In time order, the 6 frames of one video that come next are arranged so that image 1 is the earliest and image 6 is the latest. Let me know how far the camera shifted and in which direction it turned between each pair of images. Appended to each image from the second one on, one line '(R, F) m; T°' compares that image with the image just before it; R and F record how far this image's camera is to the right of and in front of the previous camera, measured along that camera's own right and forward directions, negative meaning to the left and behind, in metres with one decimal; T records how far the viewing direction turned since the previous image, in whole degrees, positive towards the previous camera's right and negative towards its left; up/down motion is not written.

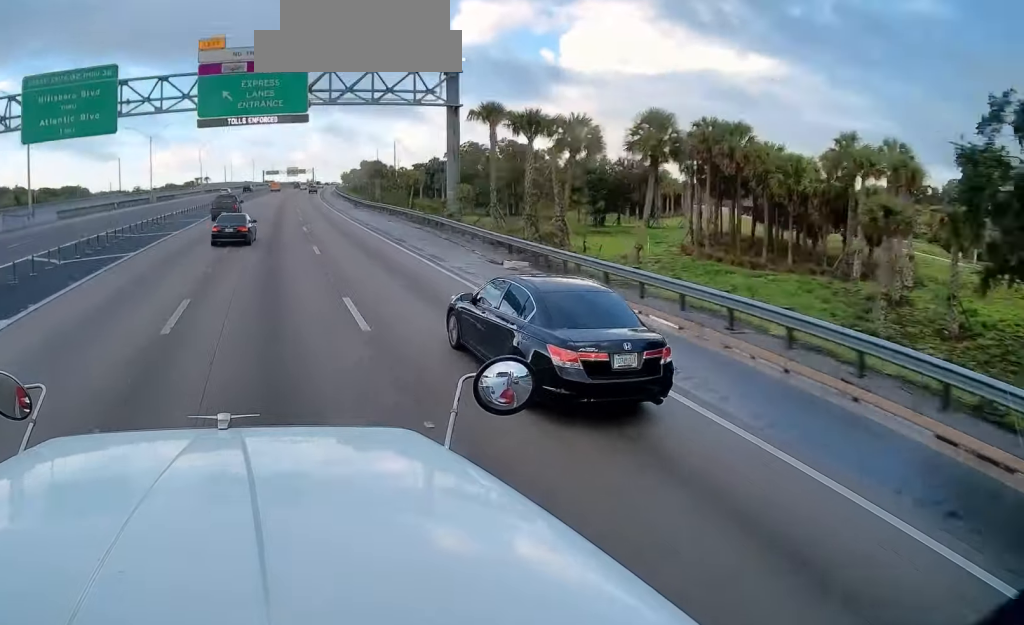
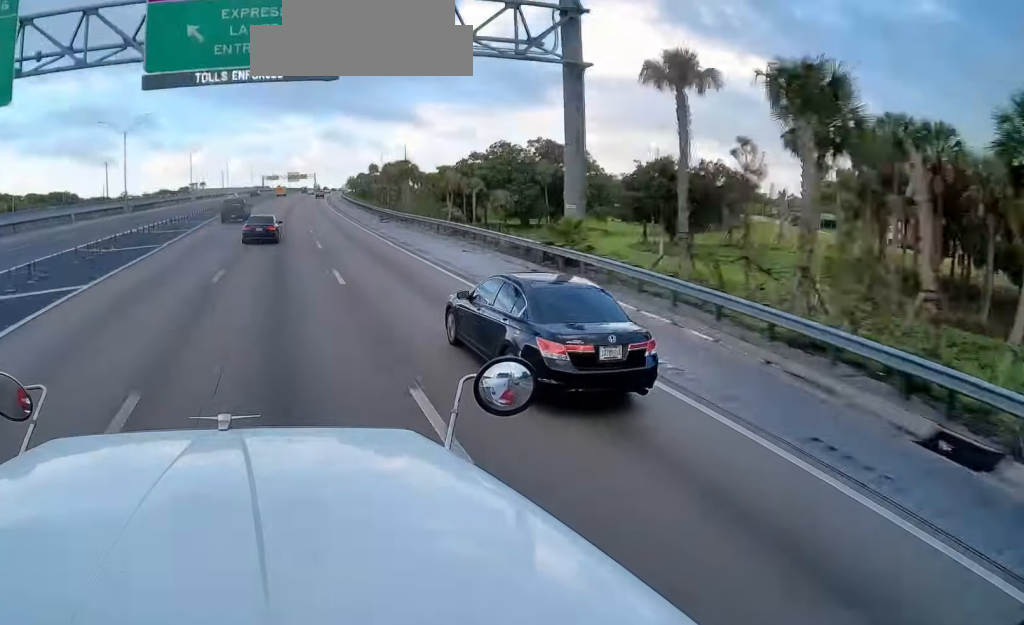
(0.0, +18.0) m; +1°
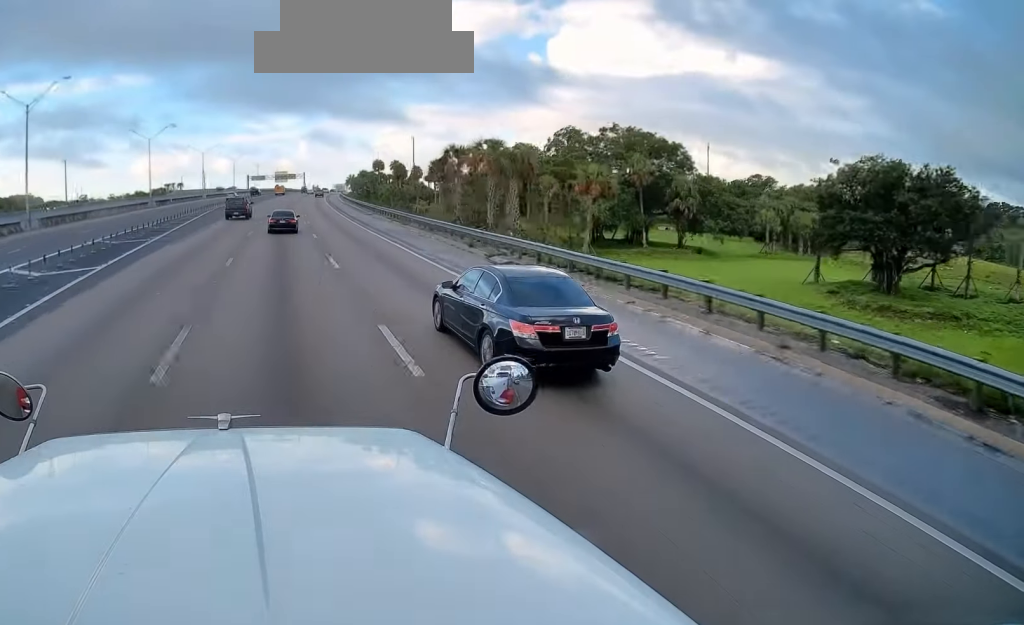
(+0.4, +32.7) m; +1°
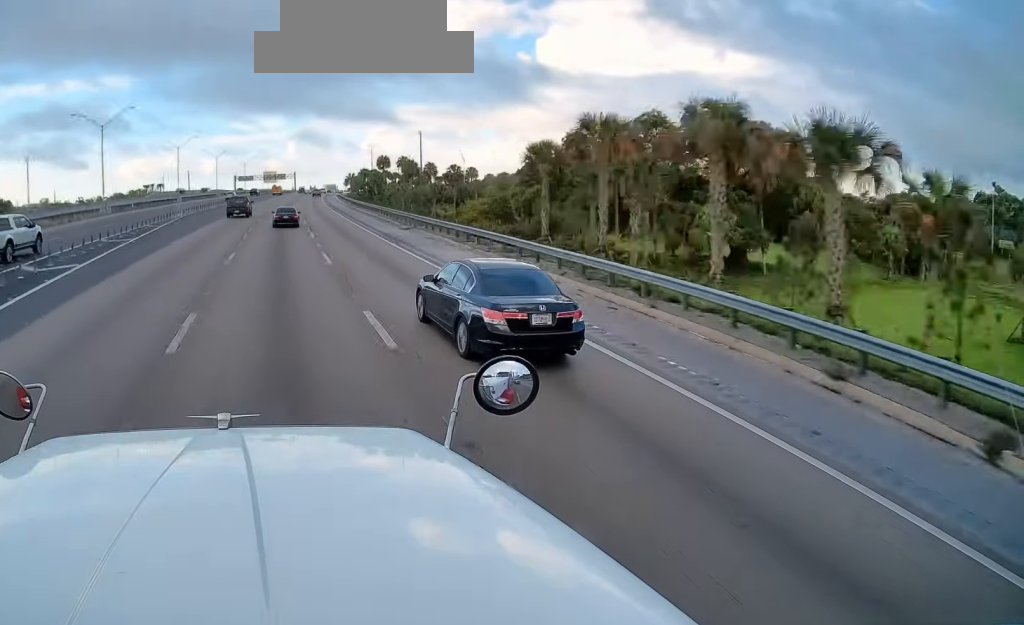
(-0.1, +21.3) m; +1°
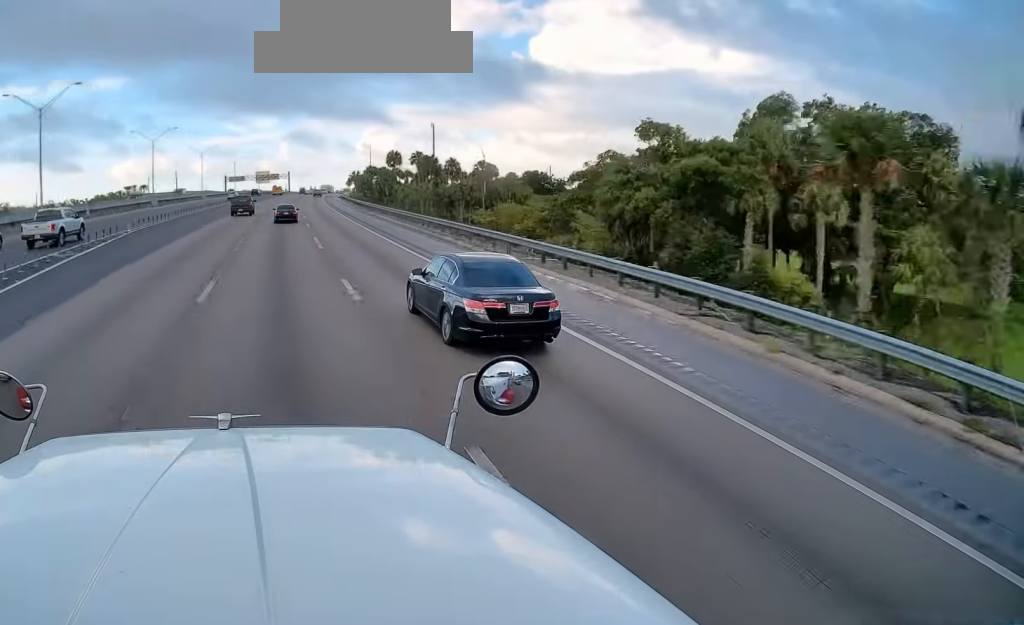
(+0.5, +19.2) m; +1°
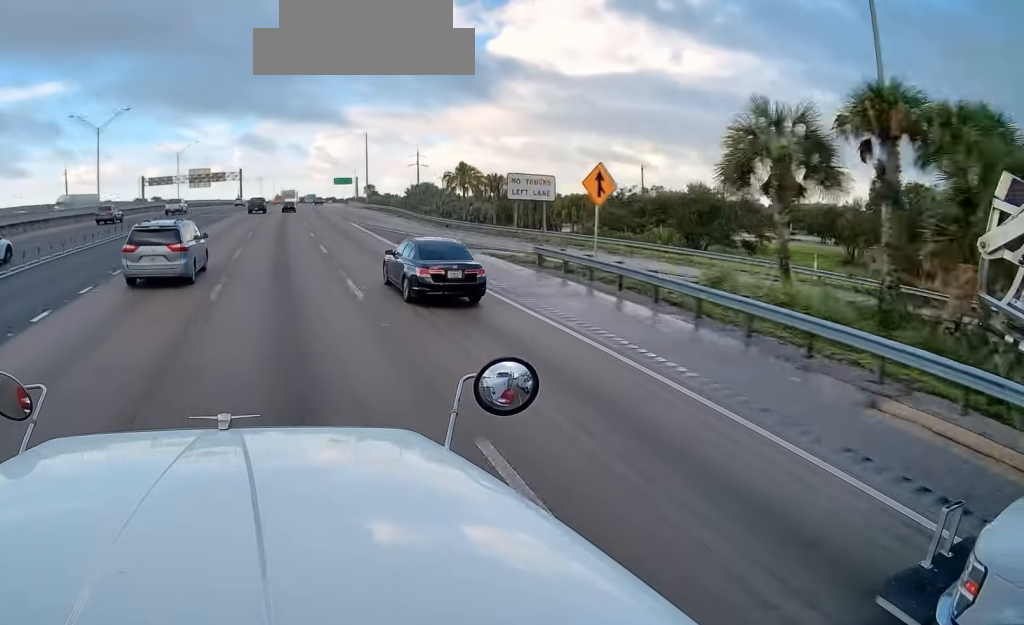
(+3.6, +112.2) m; +4°
